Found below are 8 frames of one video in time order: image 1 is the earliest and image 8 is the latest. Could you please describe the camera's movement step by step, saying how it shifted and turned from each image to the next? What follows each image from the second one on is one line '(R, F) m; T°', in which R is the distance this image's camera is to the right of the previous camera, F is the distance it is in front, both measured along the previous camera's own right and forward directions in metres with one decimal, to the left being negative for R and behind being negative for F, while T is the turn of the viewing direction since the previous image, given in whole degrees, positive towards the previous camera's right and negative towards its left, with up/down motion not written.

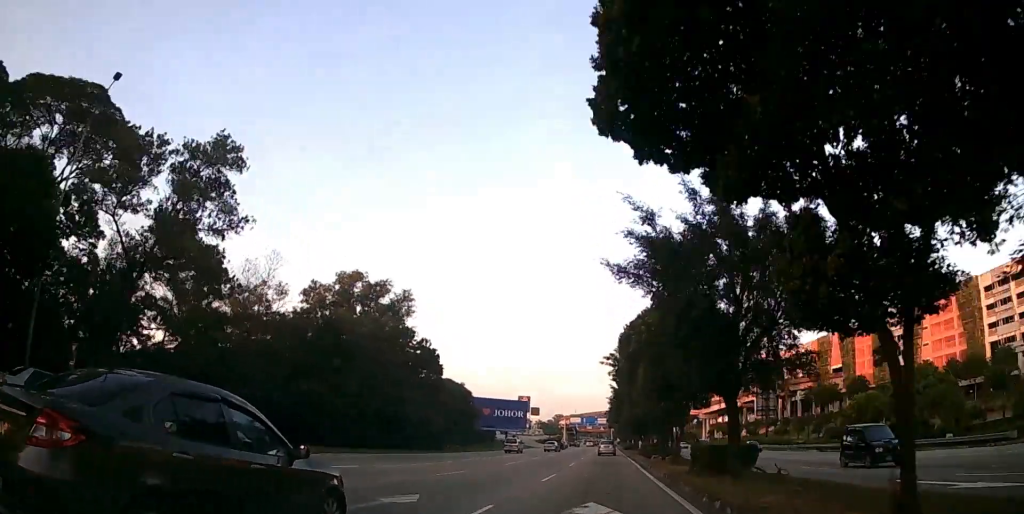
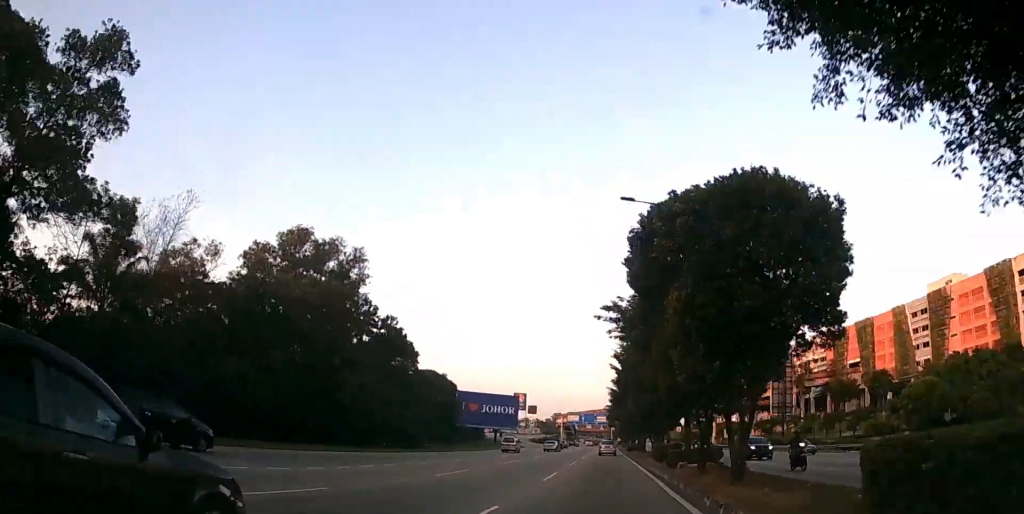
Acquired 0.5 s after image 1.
(0.0, +11.6) m; 0°
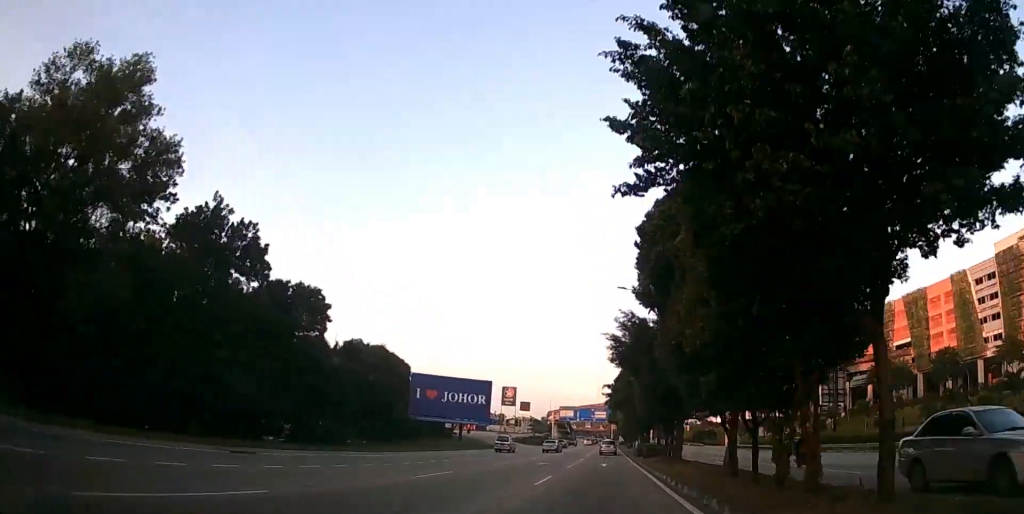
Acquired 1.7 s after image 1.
(0.0, +25.7) m; 0°
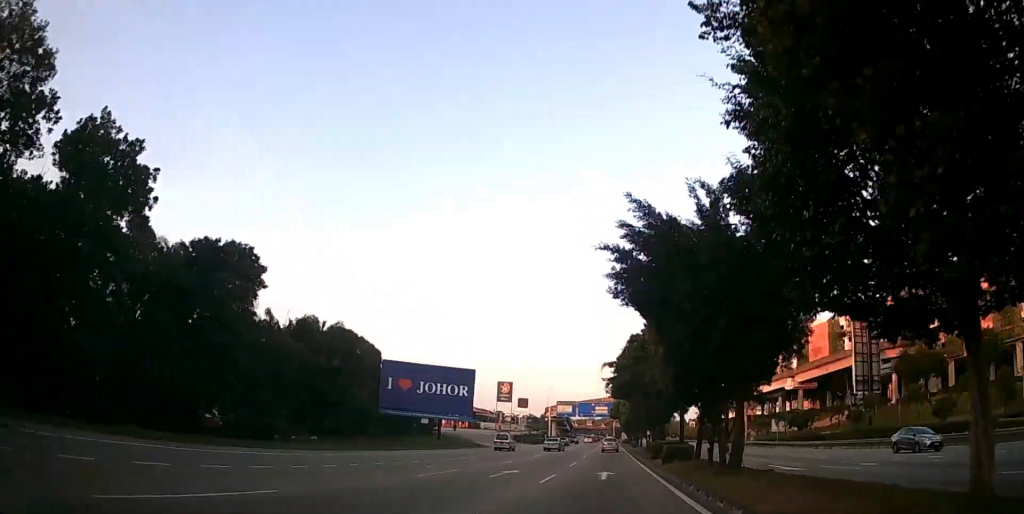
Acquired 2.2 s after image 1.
(0.0, +11.6) m; 0°
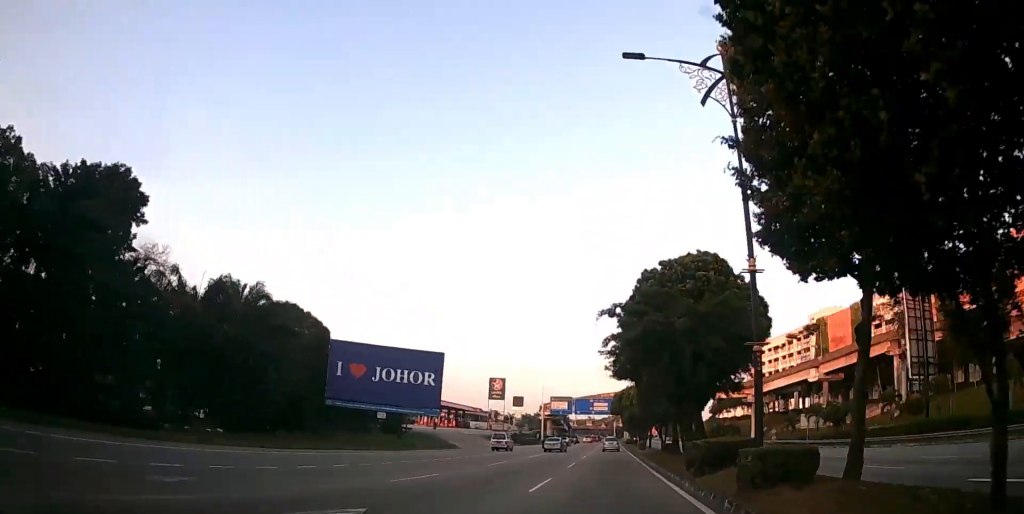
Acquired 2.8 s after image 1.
(0.0, +14.3) m; 0°
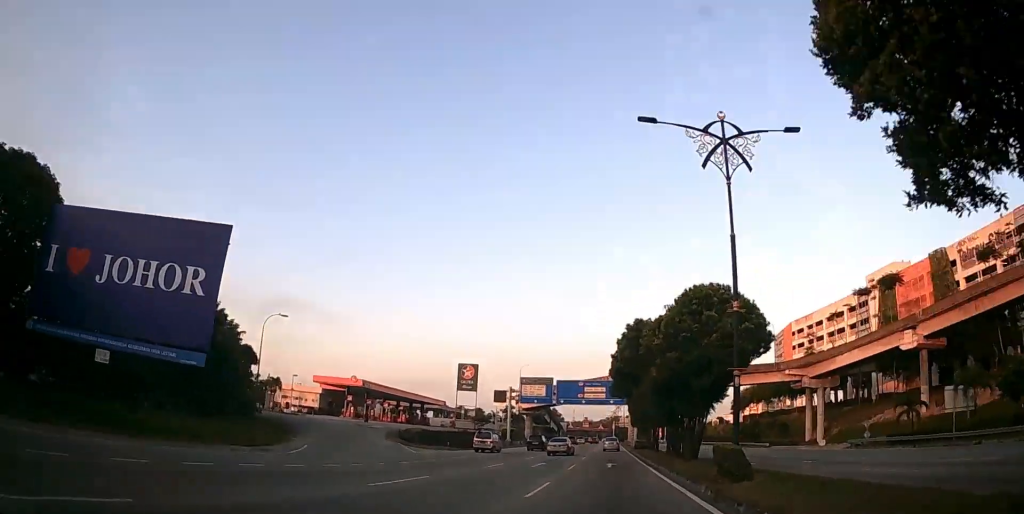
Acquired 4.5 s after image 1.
(-0.1, +37.6) m; 0°
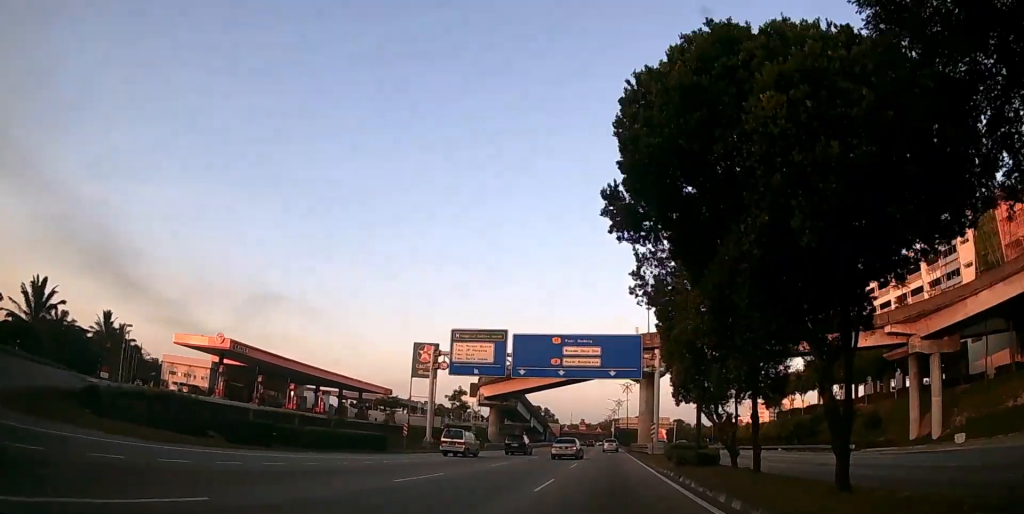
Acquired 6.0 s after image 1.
(0.0, +34.3) m; 0°
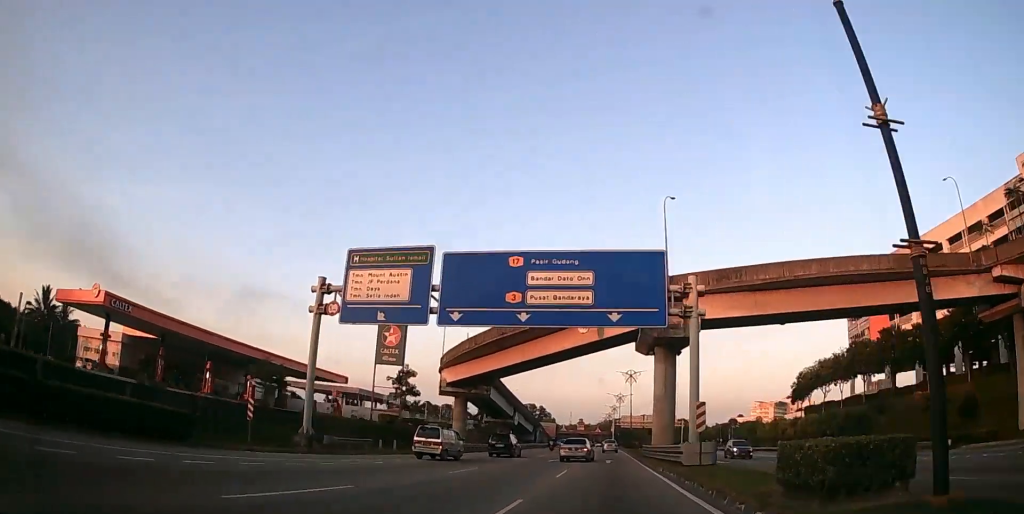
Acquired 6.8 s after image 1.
(0.0, +19.7) m; 0°
